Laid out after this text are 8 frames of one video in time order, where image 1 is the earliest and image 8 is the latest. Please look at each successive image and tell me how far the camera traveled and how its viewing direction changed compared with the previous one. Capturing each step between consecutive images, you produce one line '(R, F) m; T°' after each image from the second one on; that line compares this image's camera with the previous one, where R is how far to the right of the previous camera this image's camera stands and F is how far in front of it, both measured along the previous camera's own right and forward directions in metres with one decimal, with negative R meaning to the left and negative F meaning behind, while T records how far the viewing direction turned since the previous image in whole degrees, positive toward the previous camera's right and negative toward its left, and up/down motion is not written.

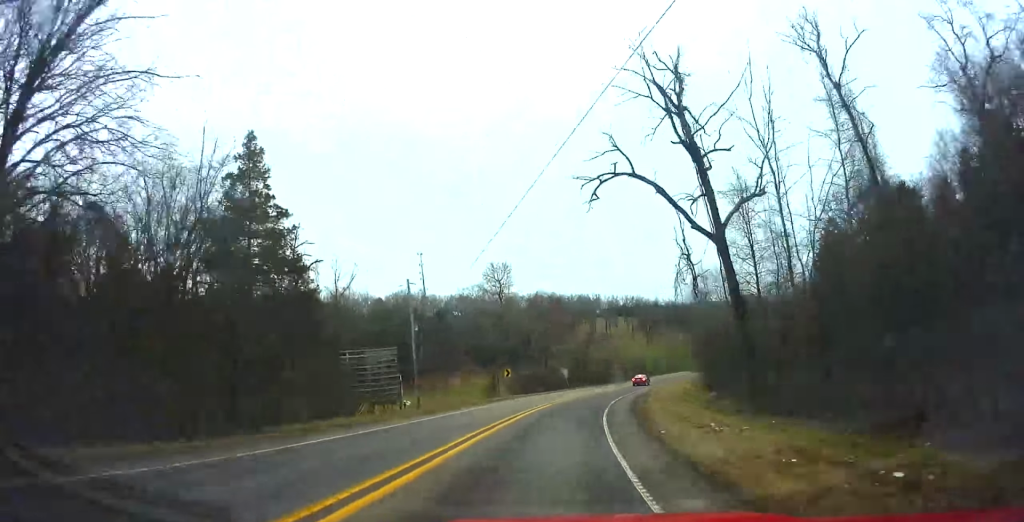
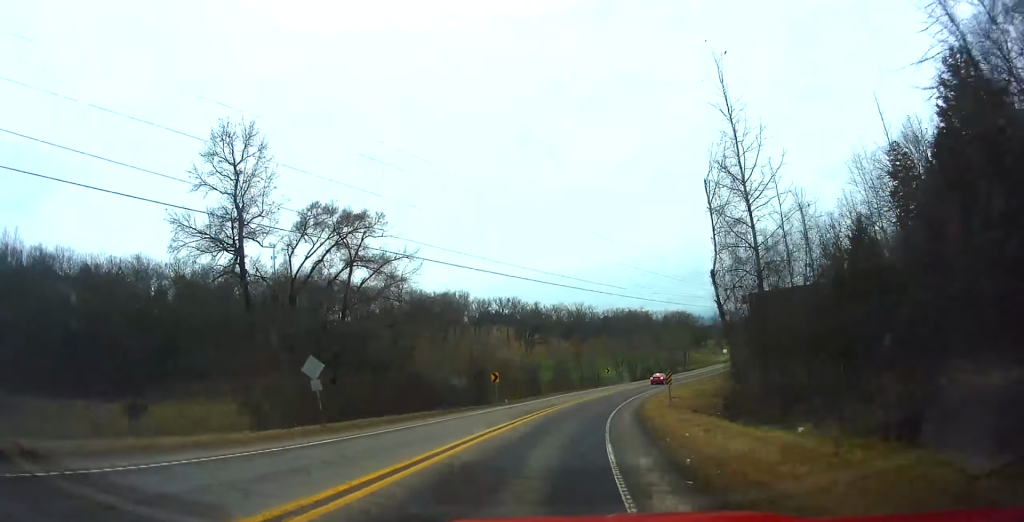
(+6.2, +51.8) m; +14°
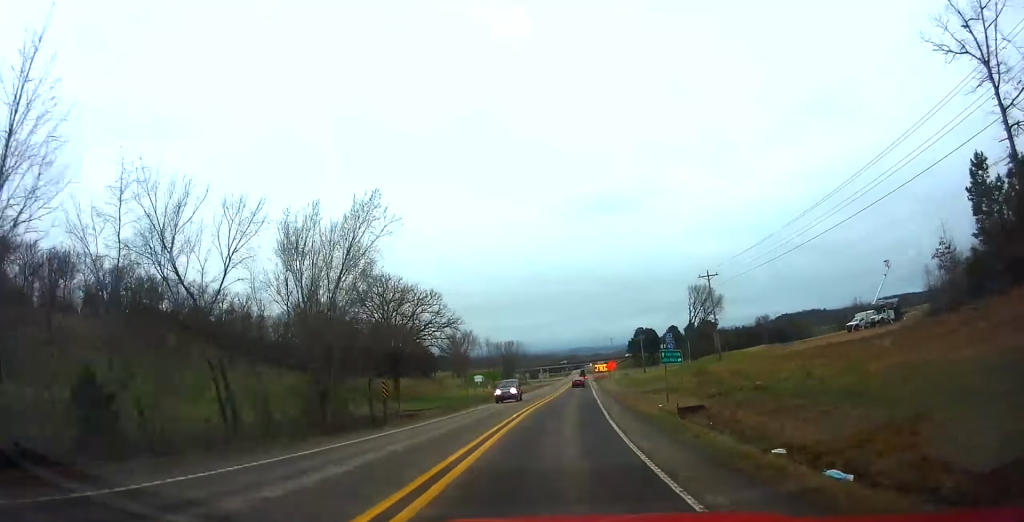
(+26.7, +100.8) m; +25°
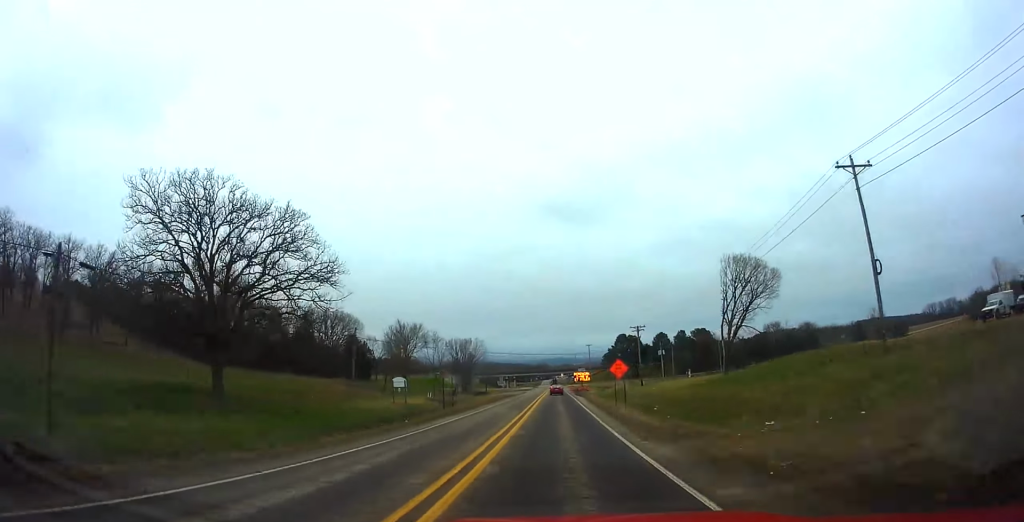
(+2.6, +38.9) m; +6°
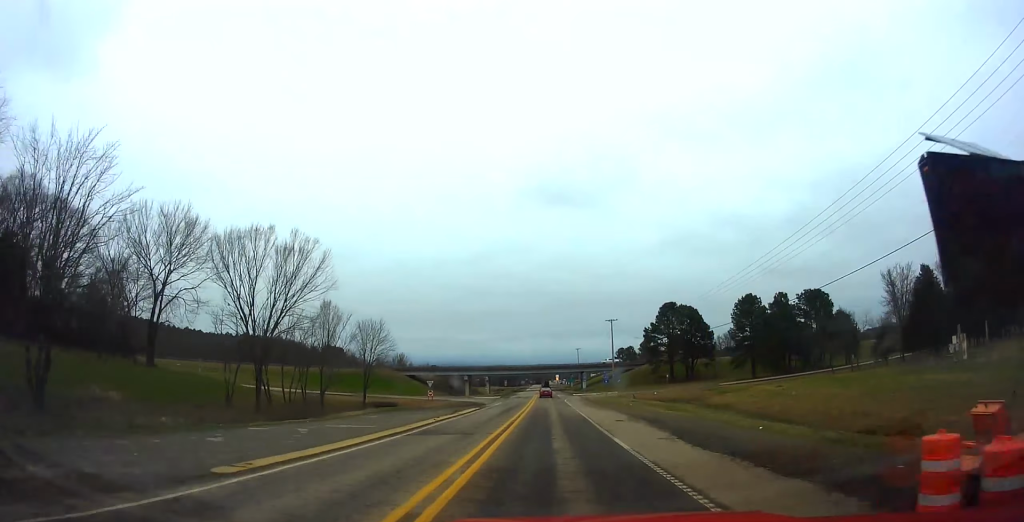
(+4.5, +116.4) m; +2°
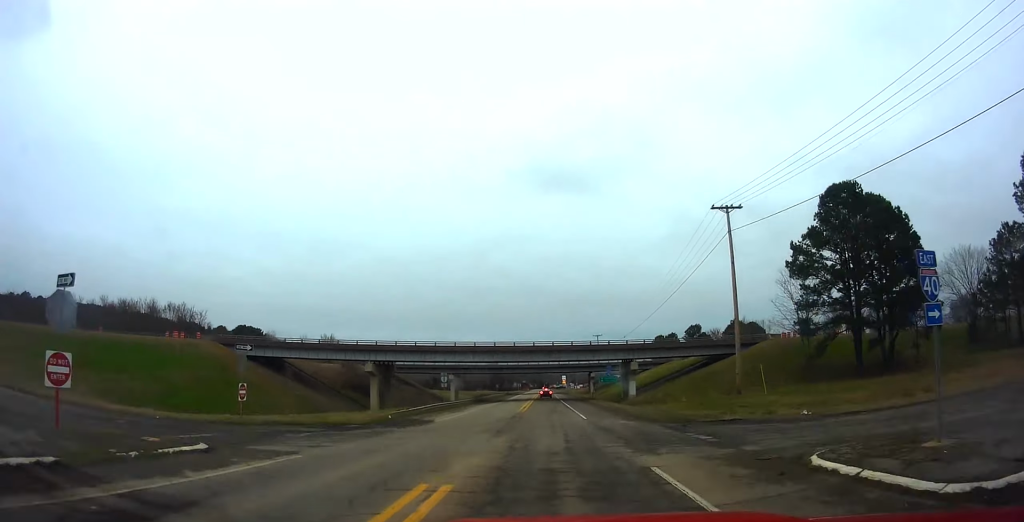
(+0.2, +93.0) m; 0°
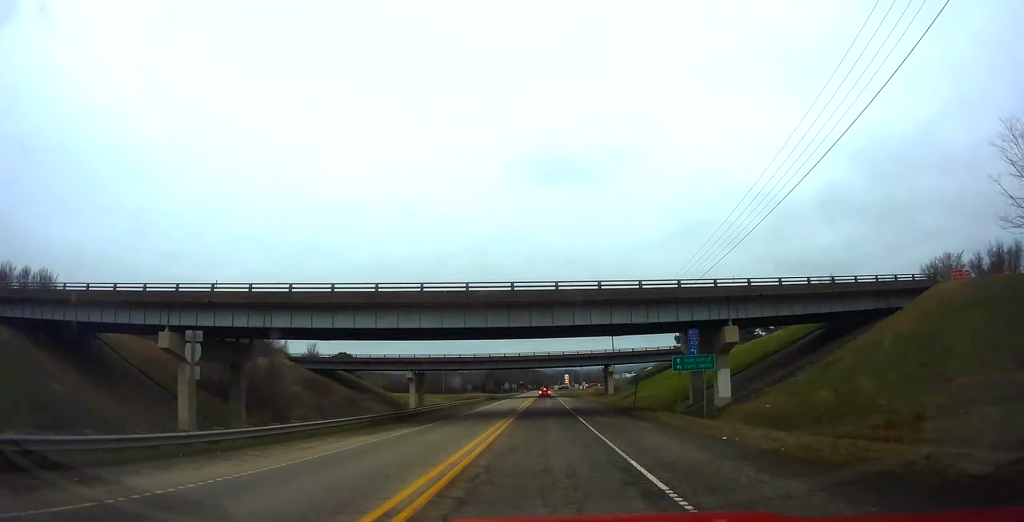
(-0.1, +41.3) m; 0°
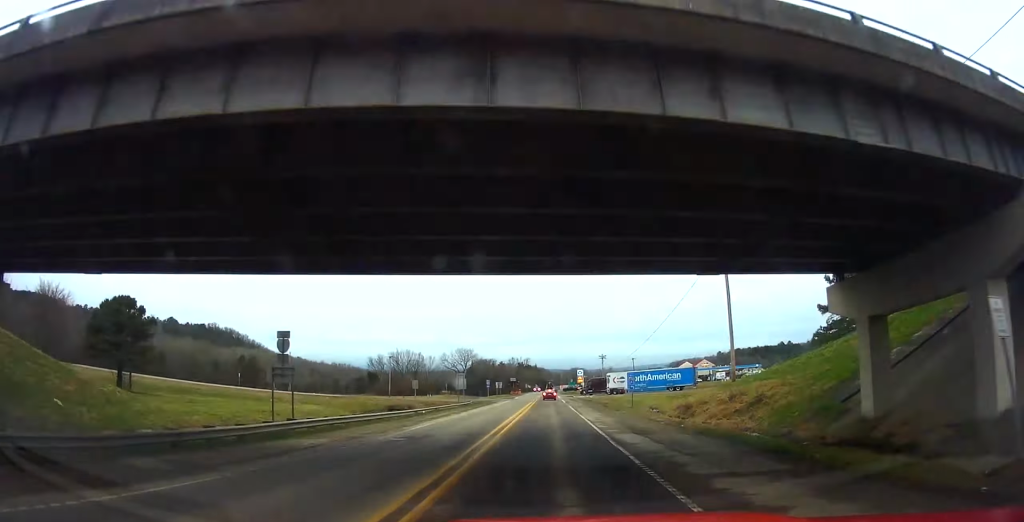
(-0.1, +87.0) m; 0°
